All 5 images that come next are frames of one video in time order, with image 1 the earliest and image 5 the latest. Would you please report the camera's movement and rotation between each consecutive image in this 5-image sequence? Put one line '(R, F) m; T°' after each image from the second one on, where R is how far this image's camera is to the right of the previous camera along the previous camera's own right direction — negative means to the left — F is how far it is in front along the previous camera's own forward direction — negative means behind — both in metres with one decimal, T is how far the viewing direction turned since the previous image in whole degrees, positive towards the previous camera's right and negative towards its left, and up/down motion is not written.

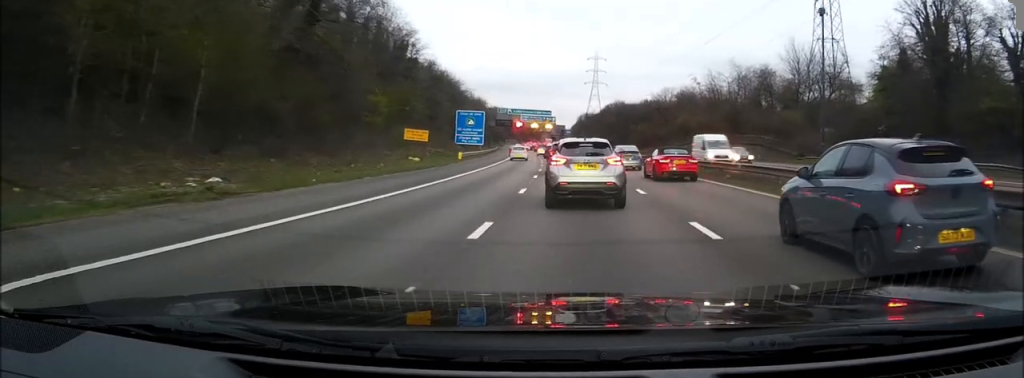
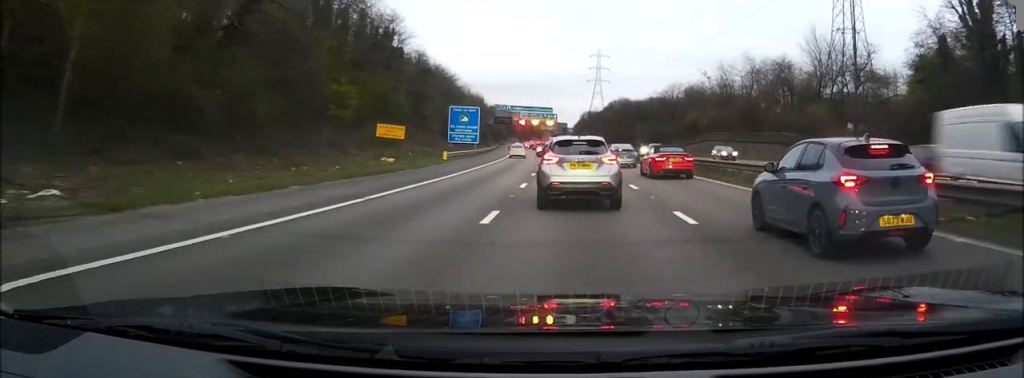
(-0.1, +7.3) m; -1°
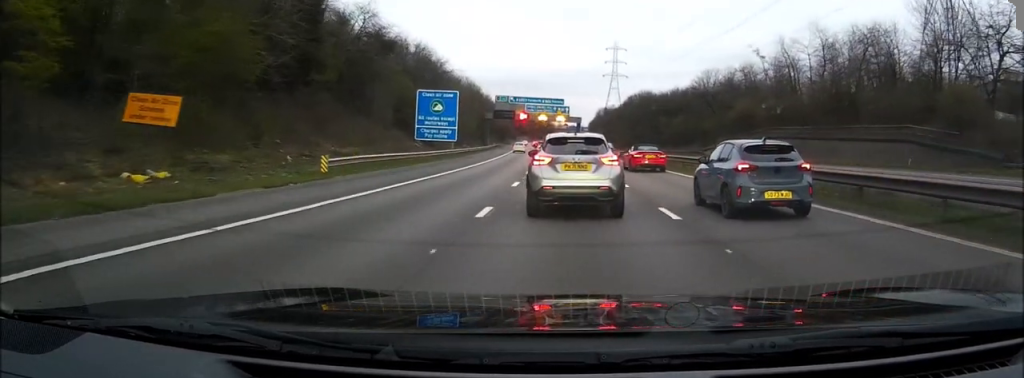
(+0.8, +27.5) m; 0°
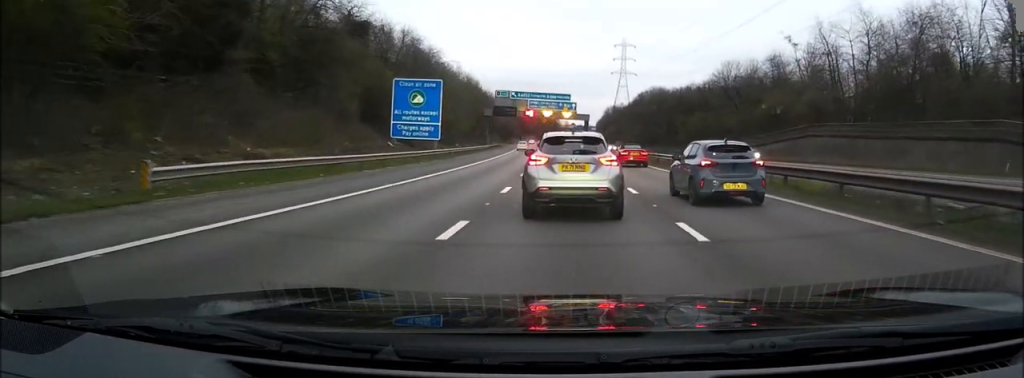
(-0.9, +11.6) m; -3°
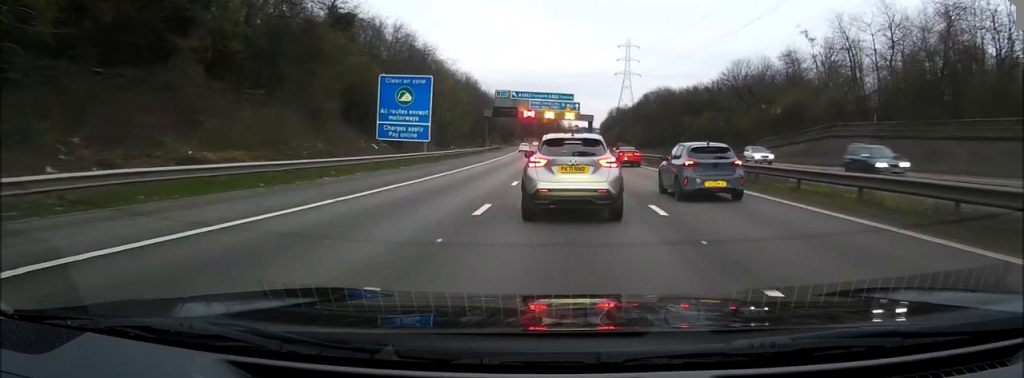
(+0.2, +5.1) m; 0°
